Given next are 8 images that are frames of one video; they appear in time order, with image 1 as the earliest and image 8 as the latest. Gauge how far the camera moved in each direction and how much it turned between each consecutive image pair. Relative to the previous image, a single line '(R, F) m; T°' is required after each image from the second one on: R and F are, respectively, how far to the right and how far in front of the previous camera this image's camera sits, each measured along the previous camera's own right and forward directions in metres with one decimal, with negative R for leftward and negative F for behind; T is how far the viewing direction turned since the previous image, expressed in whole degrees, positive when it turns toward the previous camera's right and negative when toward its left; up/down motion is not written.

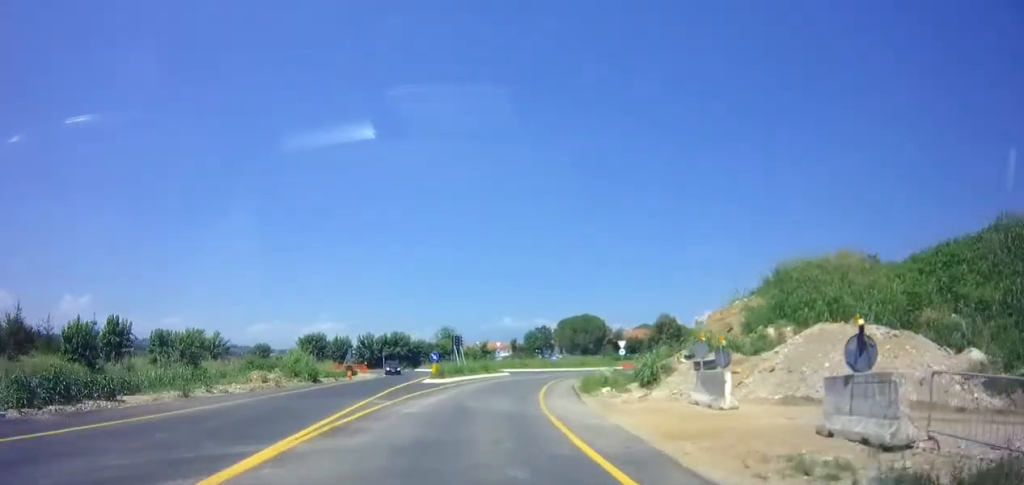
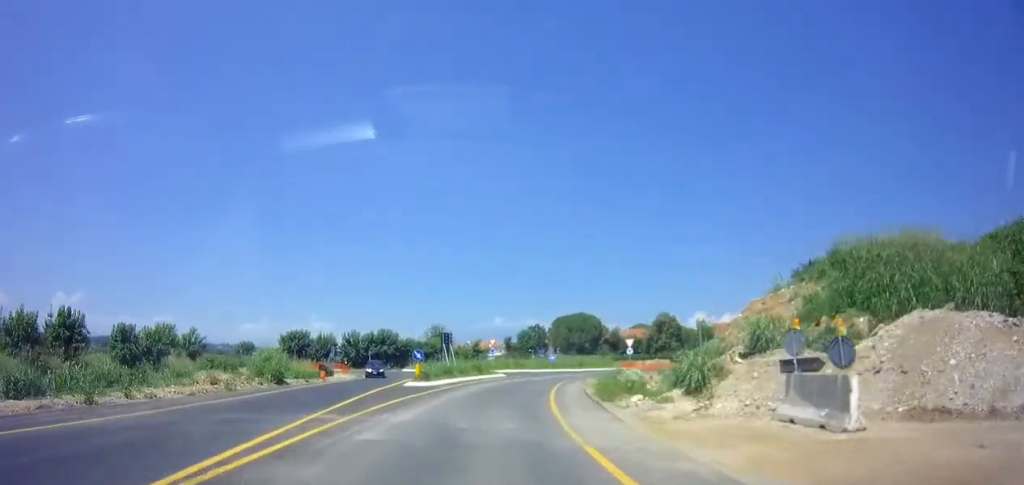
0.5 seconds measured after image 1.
(0.0, +5.1) m; +1°
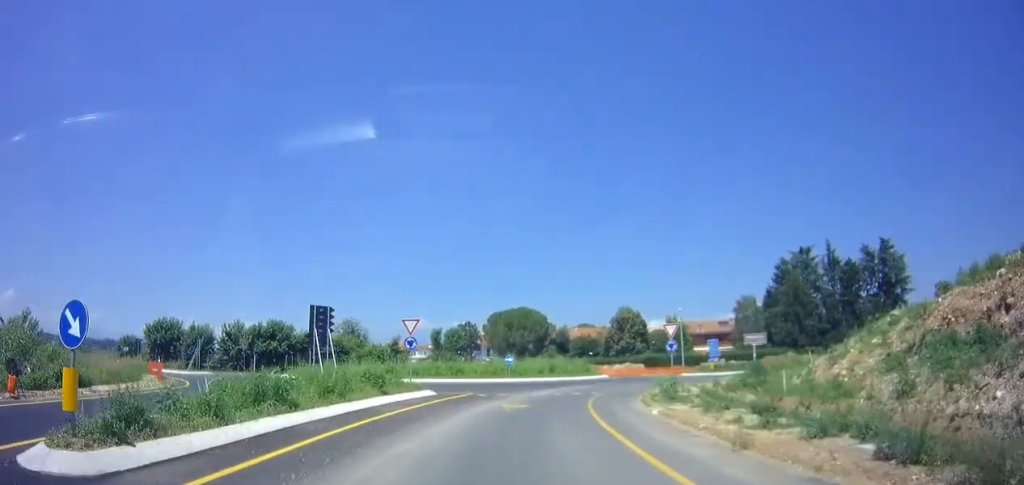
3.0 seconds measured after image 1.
(+2.0, +21.4) m; +13°
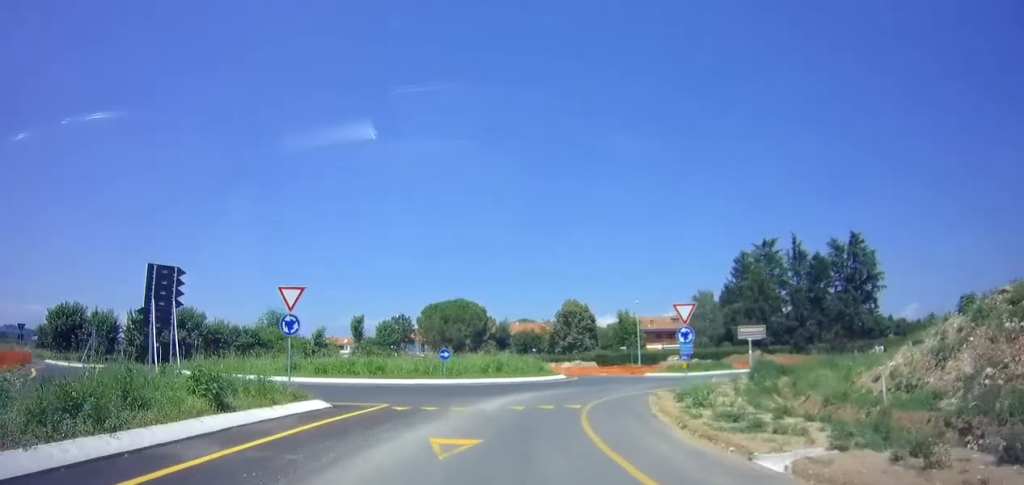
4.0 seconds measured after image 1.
(+0.4, +7.3) m; +6°
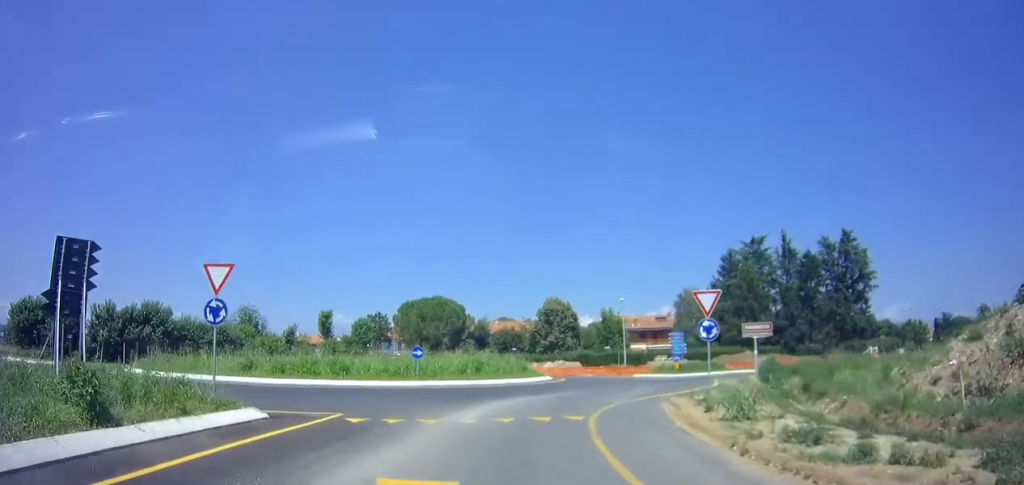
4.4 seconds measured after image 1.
(0.0, +2.9) m; +3°
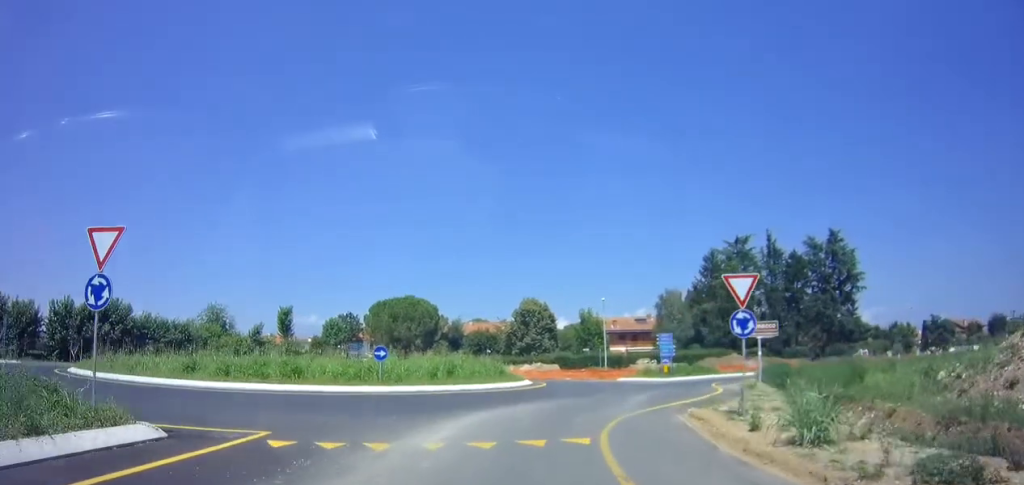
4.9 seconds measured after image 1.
(+0.2, +2.9) m; +3°
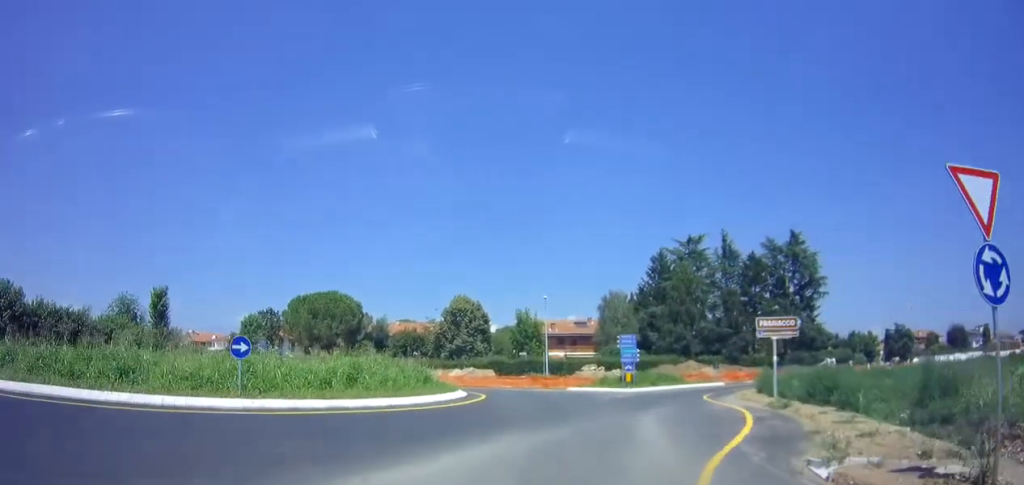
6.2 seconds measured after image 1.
(+0.5, +7.6) m; +7°
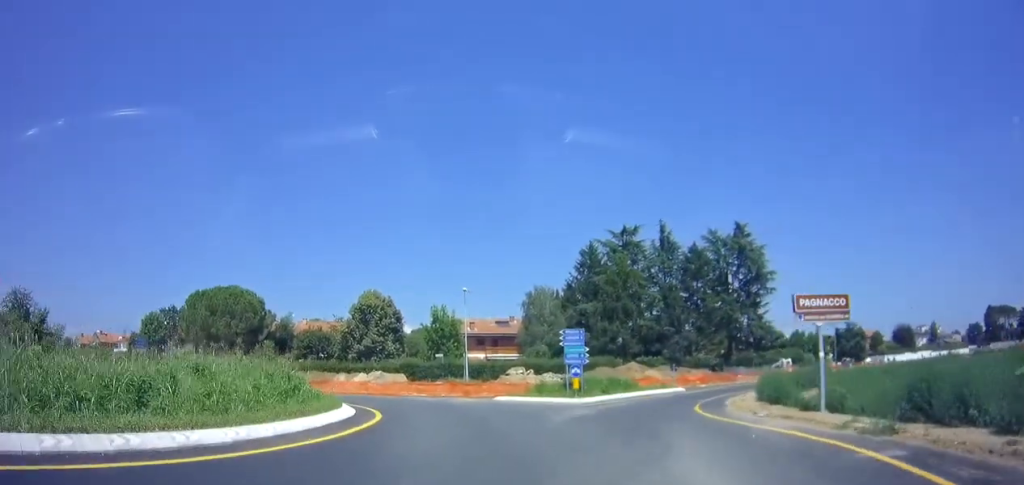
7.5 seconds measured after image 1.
(+0.3, +8.8) m; -4°
